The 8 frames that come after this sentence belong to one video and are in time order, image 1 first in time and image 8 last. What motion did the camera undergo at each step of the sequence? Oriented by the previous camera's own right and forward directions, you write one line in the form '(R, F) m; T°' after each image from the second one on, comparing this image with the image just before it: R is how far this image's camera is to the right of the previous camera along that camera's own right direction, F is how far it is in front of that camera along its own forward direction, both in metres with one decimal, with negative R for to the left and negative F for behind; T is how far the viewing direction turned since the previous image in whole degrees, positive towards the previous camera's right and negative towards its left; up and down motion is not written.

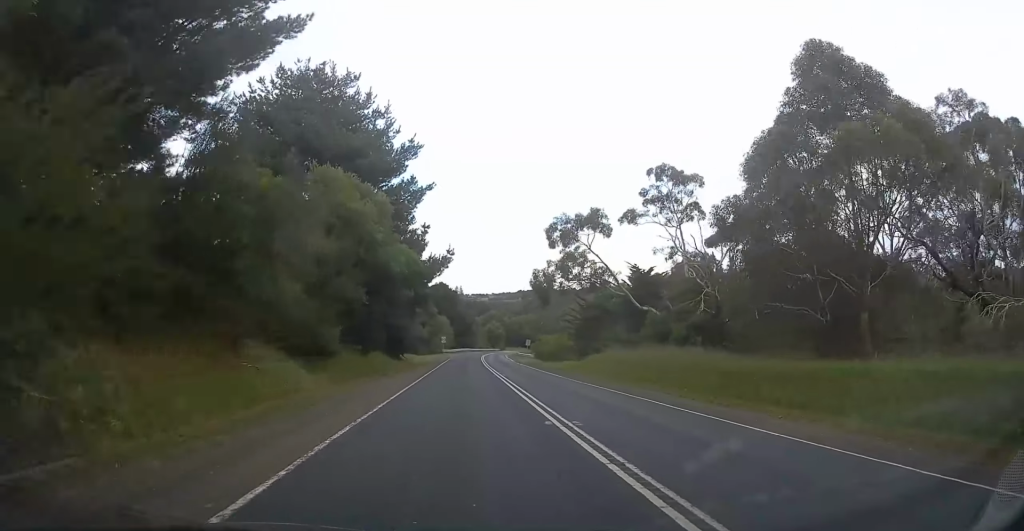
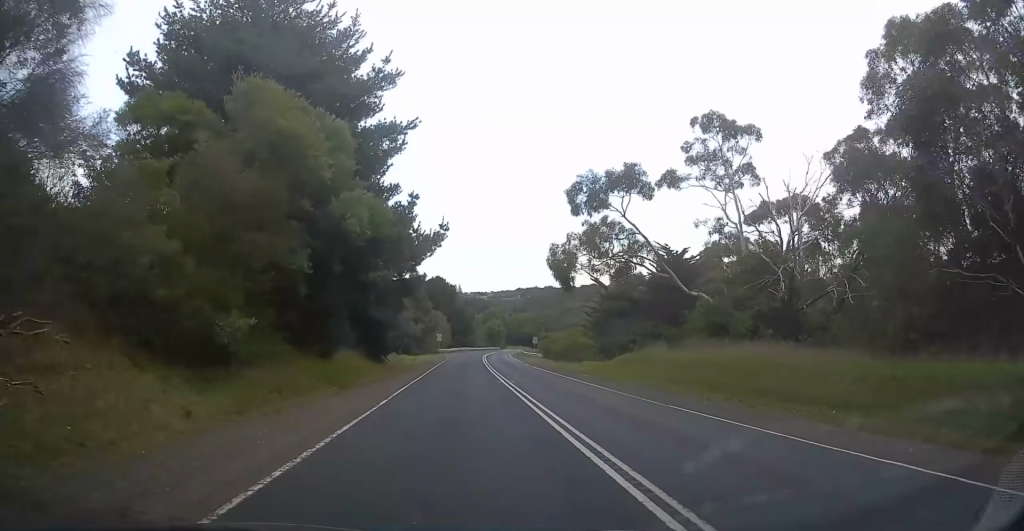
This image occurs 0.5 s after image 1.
(+0.3, +11.6) m; 0°
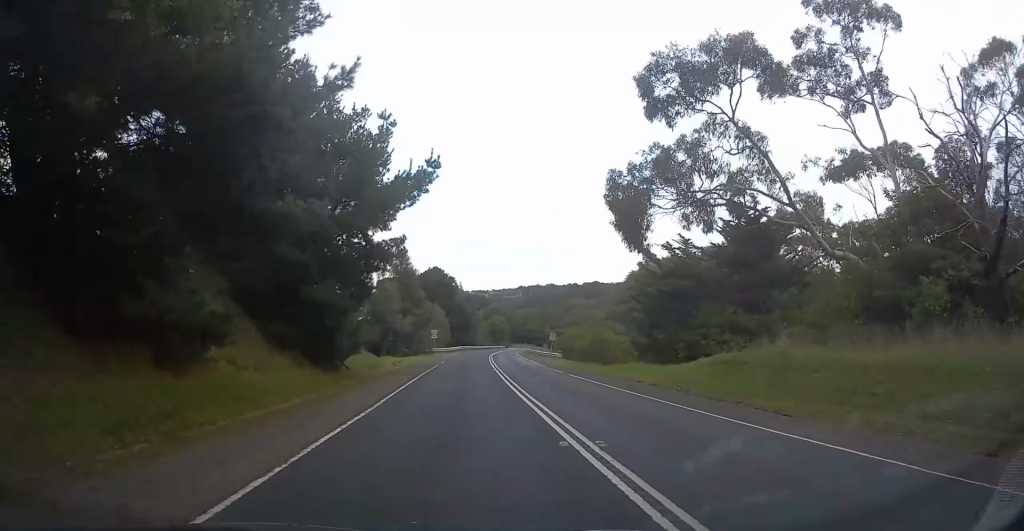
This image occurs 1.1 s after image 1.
(+0.3, +15.5) m; 0°
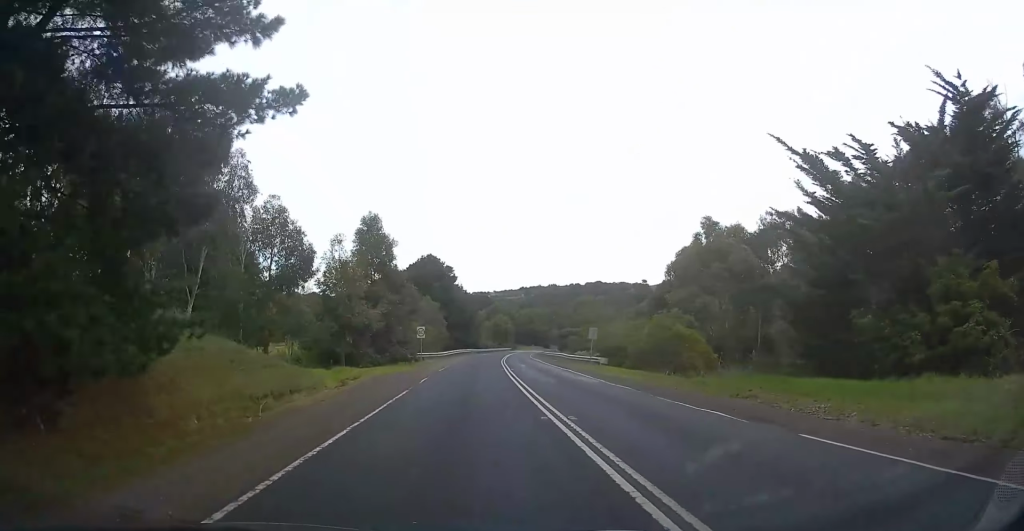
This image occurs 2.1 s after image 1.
(-0.5, +21.7) m; 0°
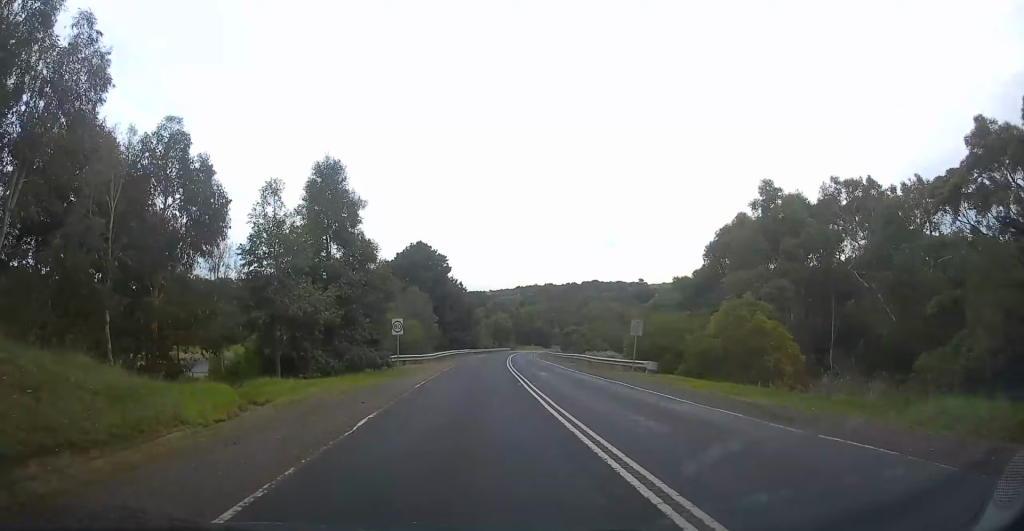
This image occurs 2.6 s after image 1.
(+0.4, +12.7) m; +1°
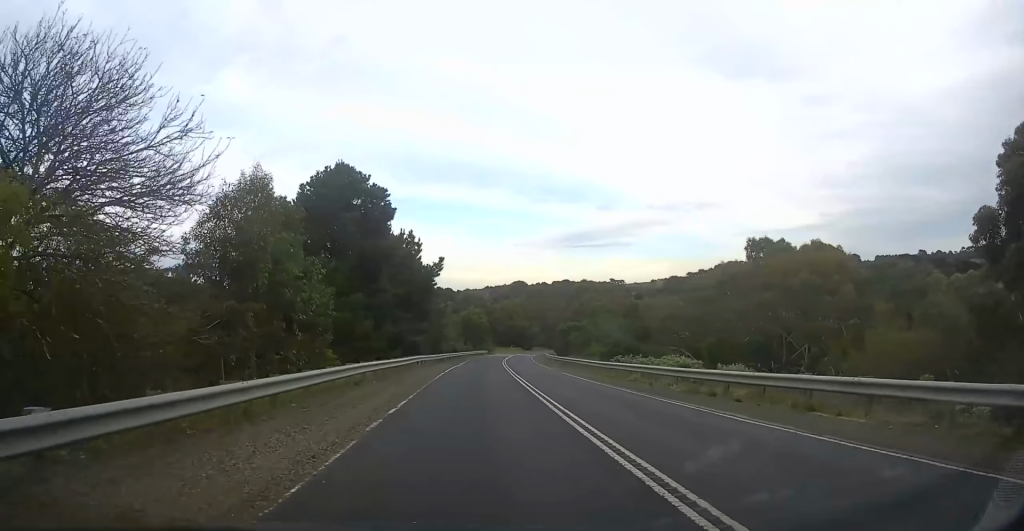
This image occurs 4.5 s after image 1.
(+0.6, +42.6) m; +2°
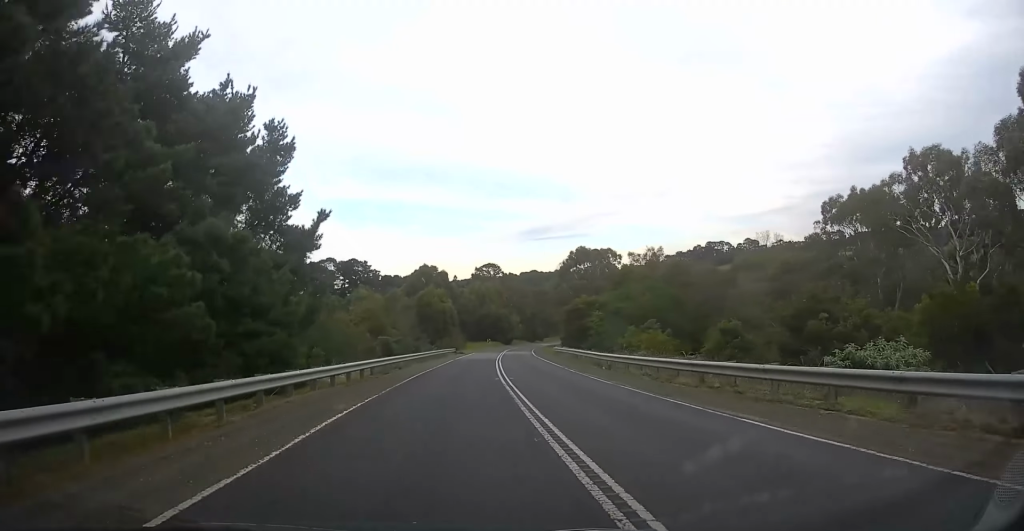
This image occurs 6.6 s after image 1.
(+2.3, +48.1) m; +5°
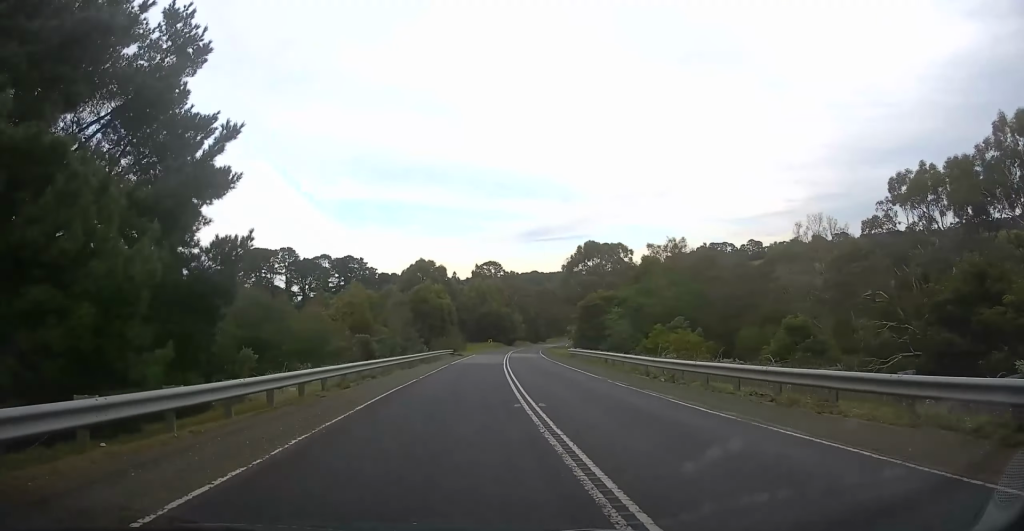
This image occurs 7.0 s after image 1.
(+0.2, +9.7) m; +1°
